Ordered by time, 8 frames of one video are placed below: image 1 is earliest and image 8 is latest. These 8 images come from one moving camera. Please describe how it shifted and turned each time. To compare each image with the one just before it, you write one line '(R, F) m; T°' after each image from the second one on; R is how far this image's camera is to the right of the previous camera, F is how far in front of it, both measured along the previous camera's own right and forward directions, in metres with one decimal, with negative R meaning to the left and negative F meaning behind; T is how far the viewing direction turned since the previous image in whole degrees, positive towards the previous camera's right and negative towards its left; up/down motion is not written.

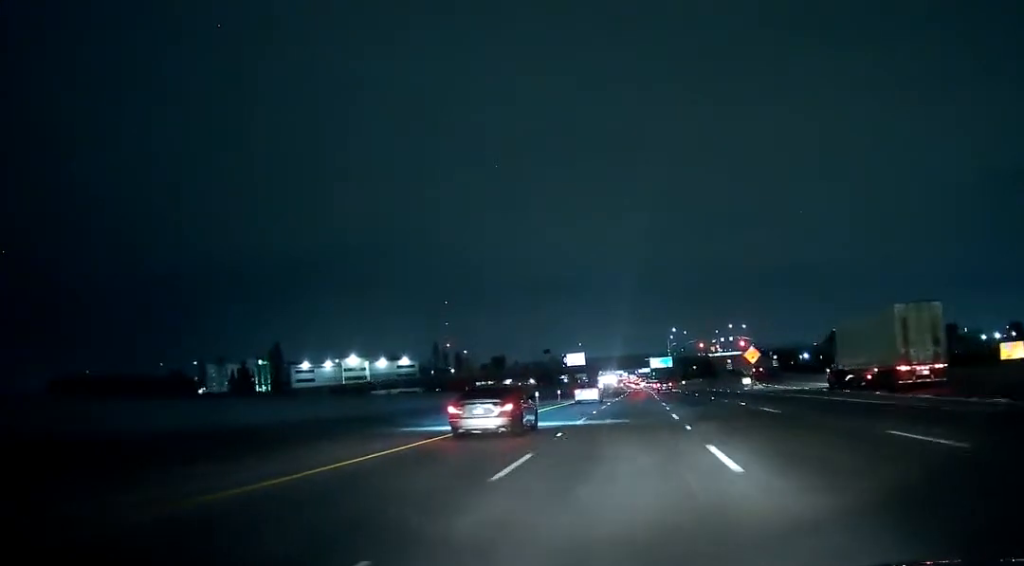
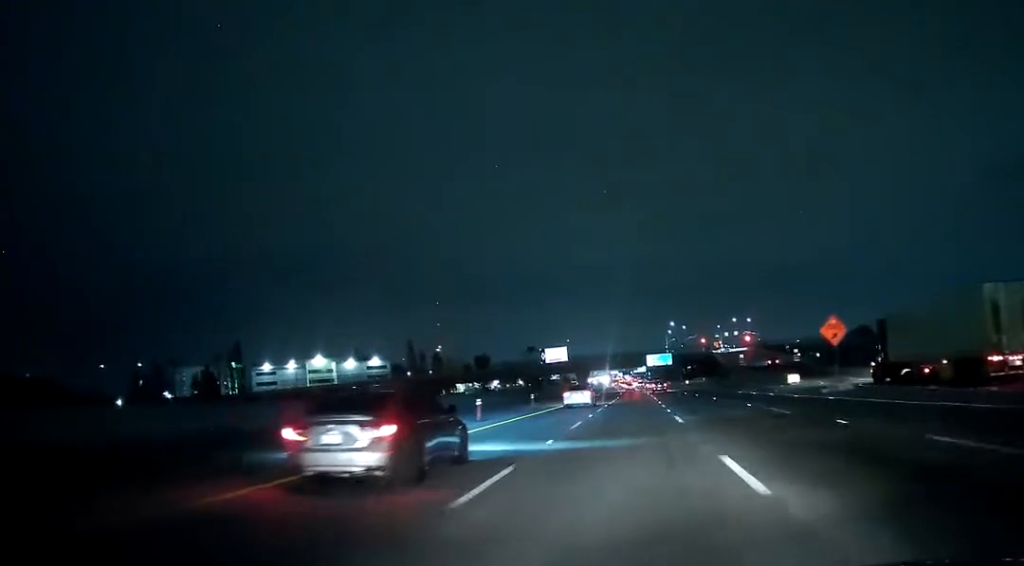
(0.0, +31.4) m; 0°
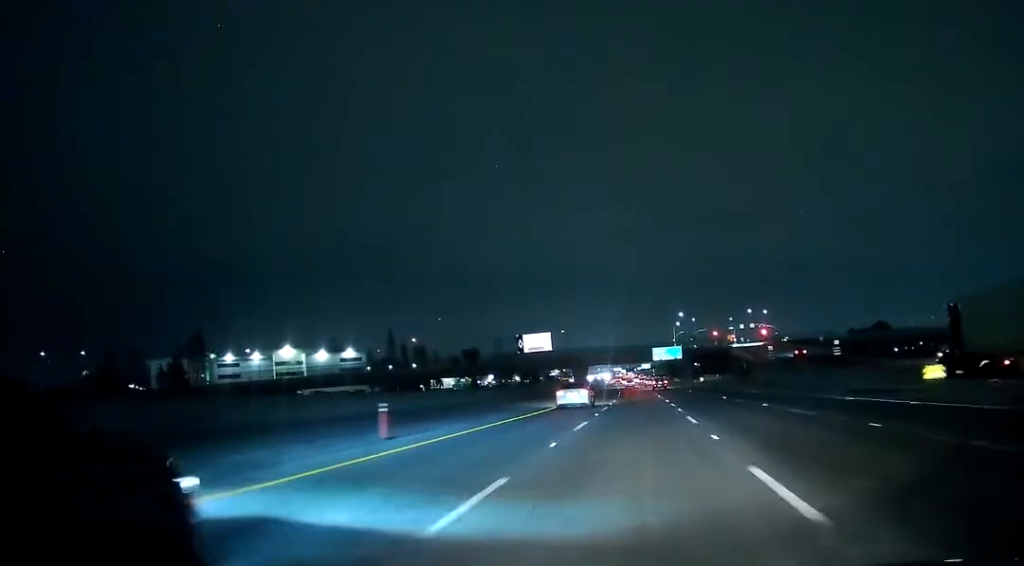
(0.0, +32.0) m; 0°
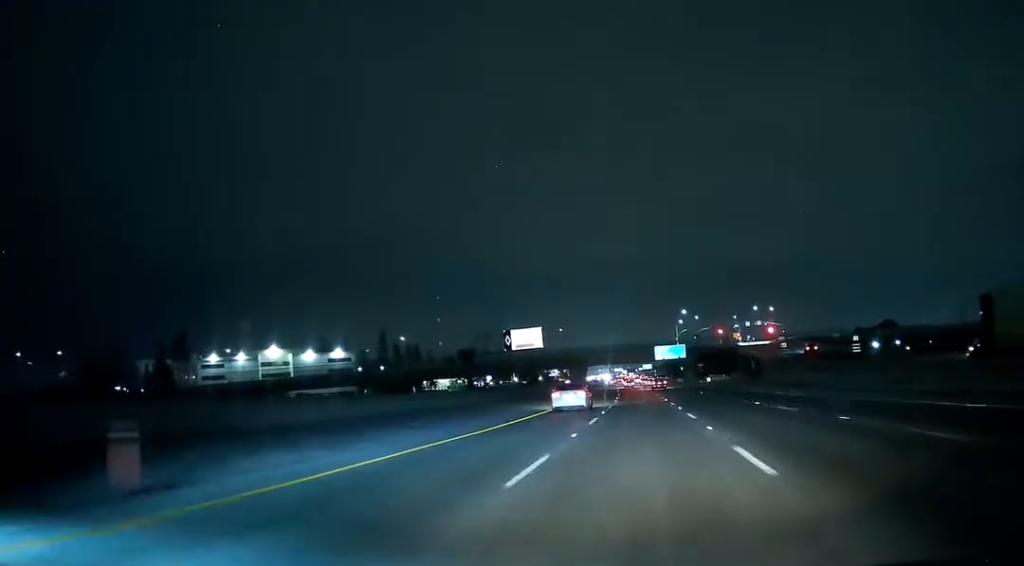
(0.0, +11.2) m; 0°
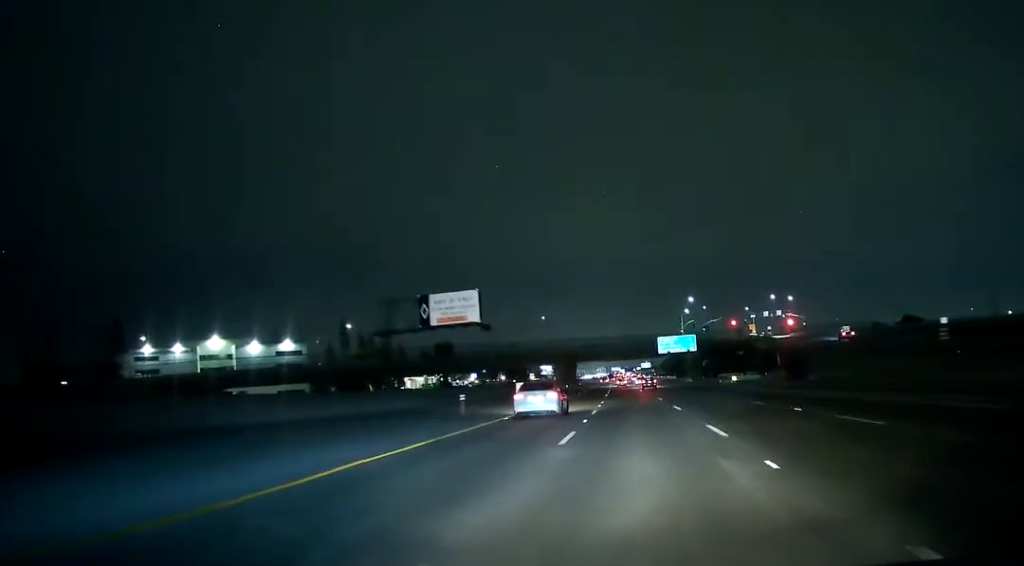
(0.0, +37.2) m; 0°
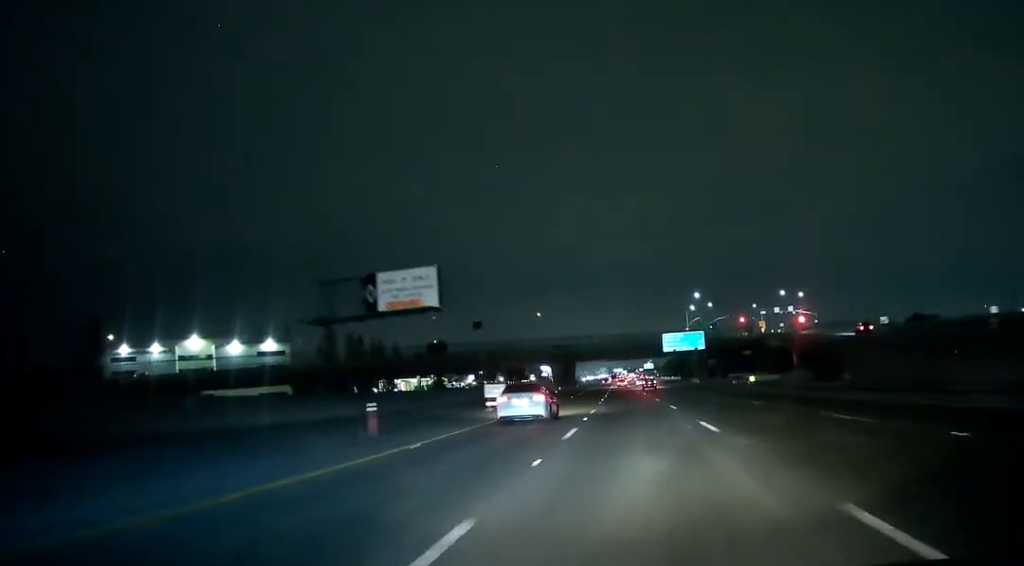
(0.0, +13.0) m; 0°
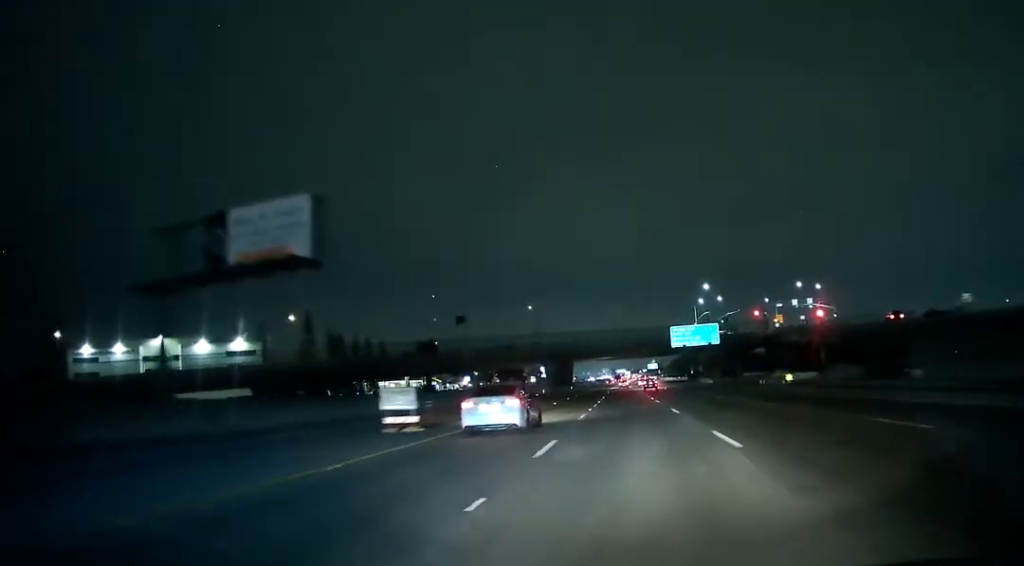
(0.0, +19.1) m; 0°
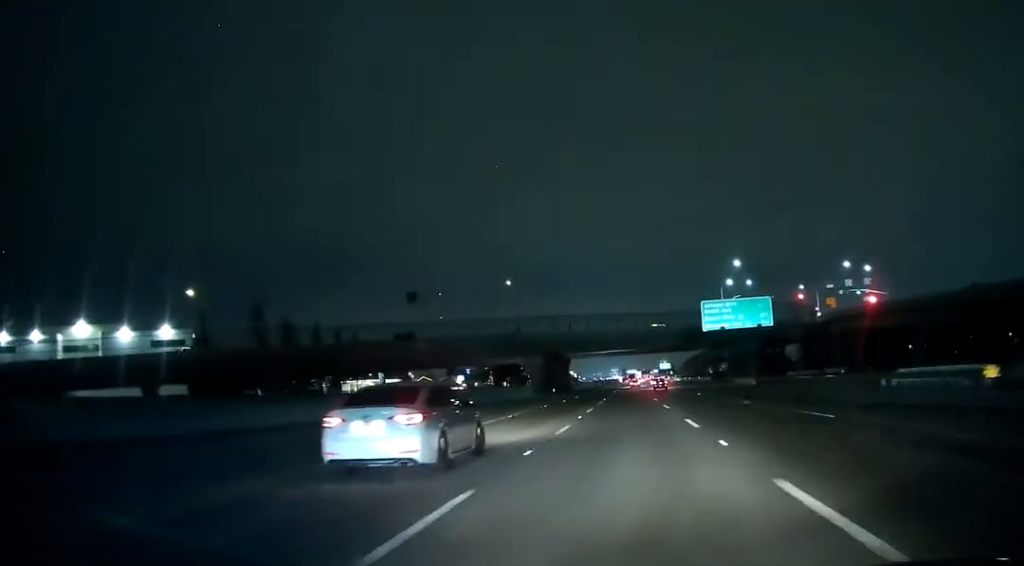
(0.0, +37.4) m; 0°
